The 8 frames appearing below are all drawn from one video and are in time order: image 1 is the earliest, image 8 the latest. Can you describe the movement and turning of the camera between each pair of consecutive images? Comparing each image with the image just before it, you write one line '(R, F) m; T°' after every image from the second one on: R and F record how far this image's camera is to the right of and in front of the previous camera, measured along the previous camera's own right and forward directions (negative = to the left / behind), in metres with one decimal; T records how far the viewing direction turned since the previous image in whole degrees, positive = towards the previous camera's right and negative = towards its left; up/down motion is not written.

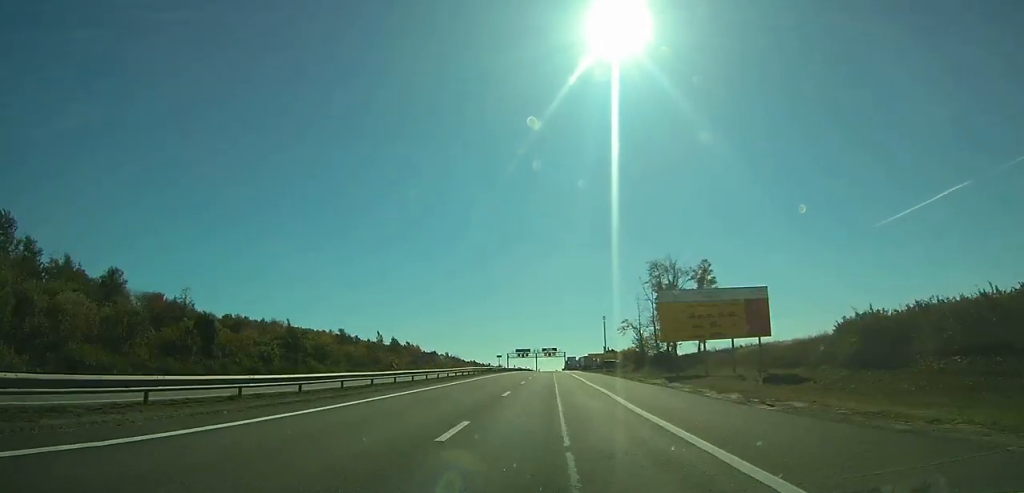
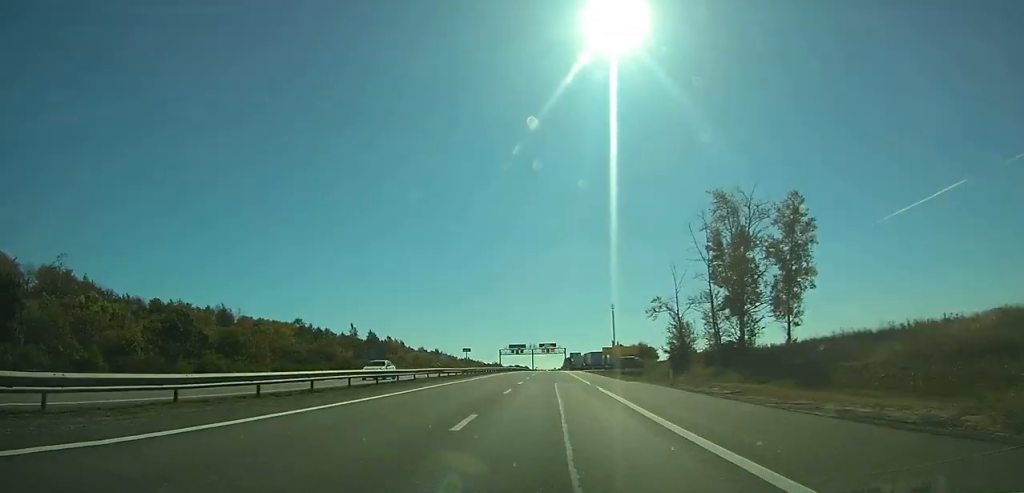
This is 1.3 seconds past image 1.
(+0.1, +34.5) m; 0°
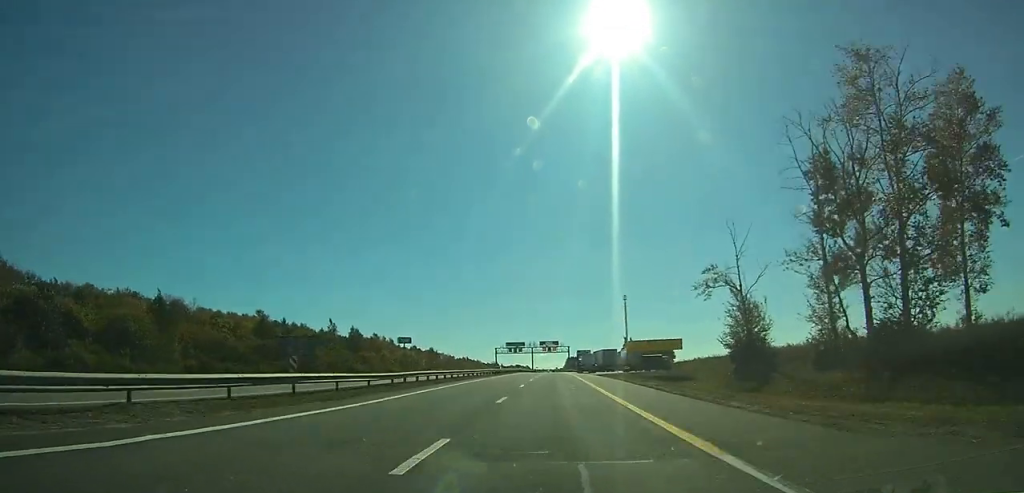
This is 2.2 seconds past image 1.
(0.0, +25.4) m; 0°
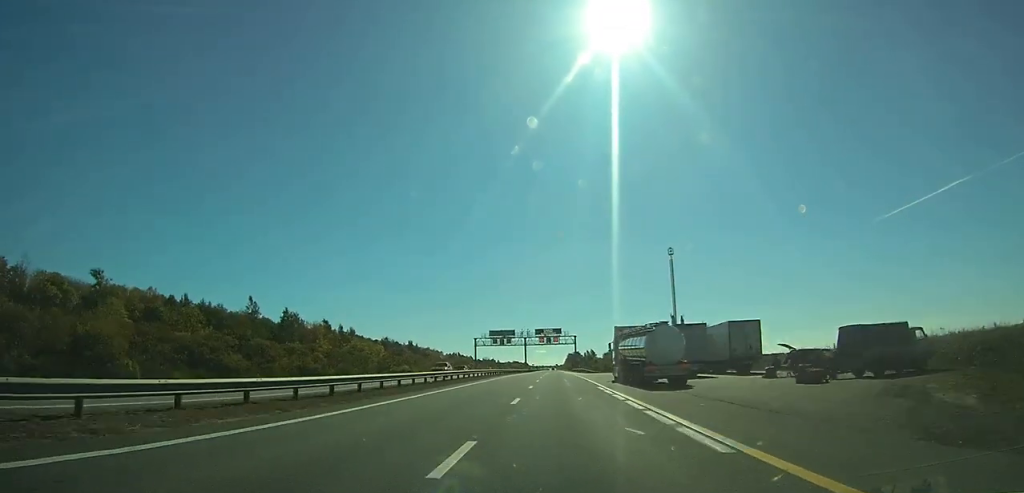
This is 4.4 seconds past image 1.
(-0.1, +59.9) m; 0°
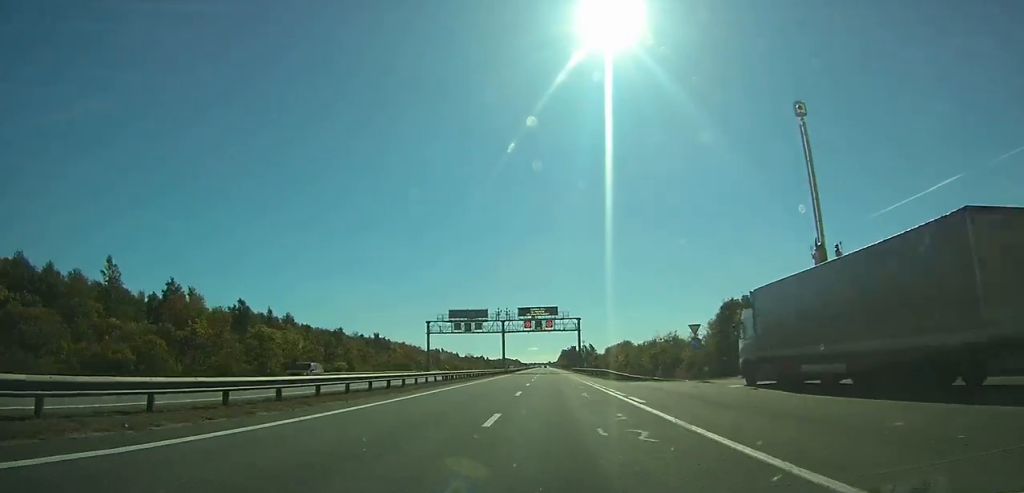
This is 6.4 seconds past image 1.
(-0.1, +54.4) m; 0°
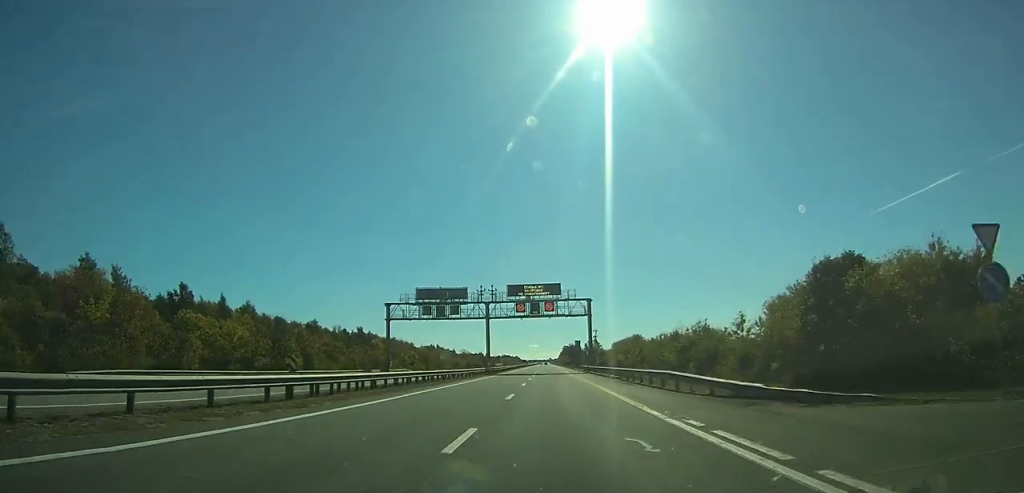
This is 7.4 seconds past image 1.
(+0.1, +27.3) m; 0°
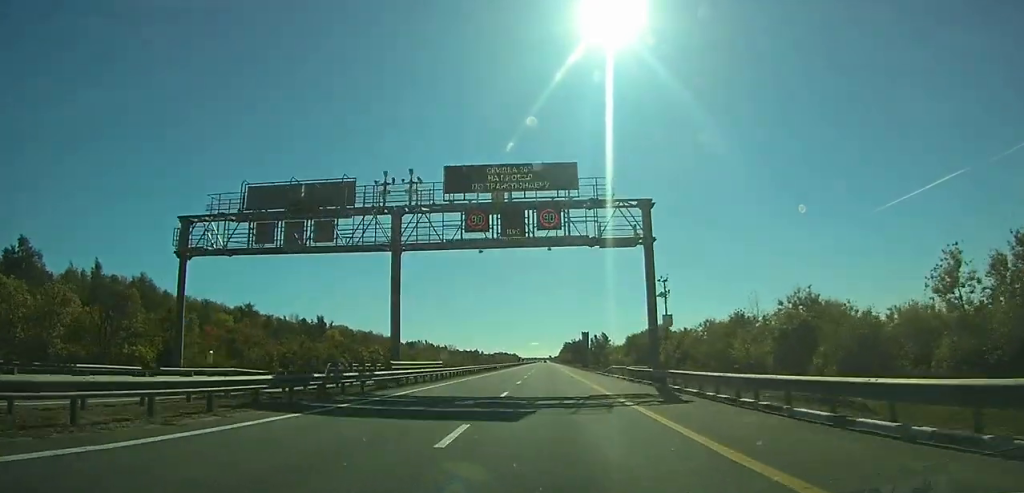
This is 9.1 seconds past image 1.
(+0.2, +47.3) m; 0°
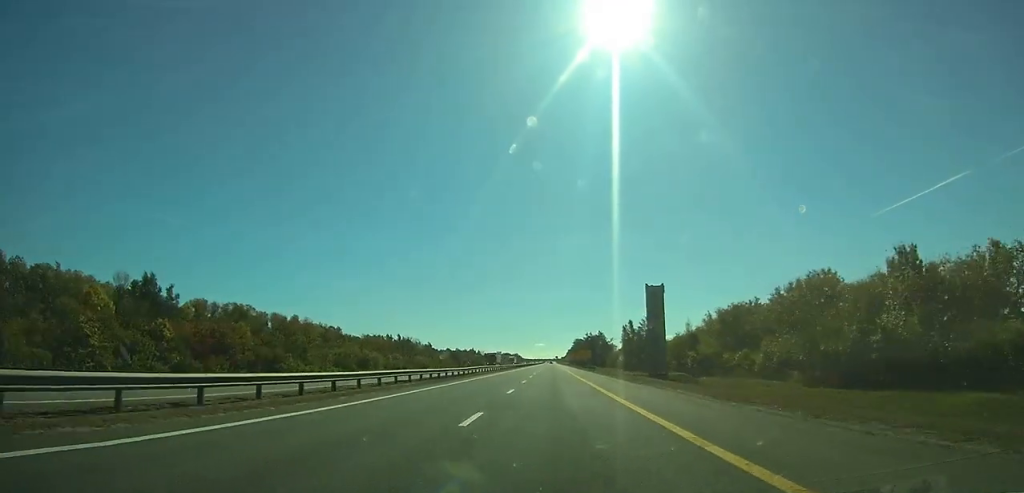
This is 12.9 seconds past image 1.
(0.0, +104.4) m; 0°
